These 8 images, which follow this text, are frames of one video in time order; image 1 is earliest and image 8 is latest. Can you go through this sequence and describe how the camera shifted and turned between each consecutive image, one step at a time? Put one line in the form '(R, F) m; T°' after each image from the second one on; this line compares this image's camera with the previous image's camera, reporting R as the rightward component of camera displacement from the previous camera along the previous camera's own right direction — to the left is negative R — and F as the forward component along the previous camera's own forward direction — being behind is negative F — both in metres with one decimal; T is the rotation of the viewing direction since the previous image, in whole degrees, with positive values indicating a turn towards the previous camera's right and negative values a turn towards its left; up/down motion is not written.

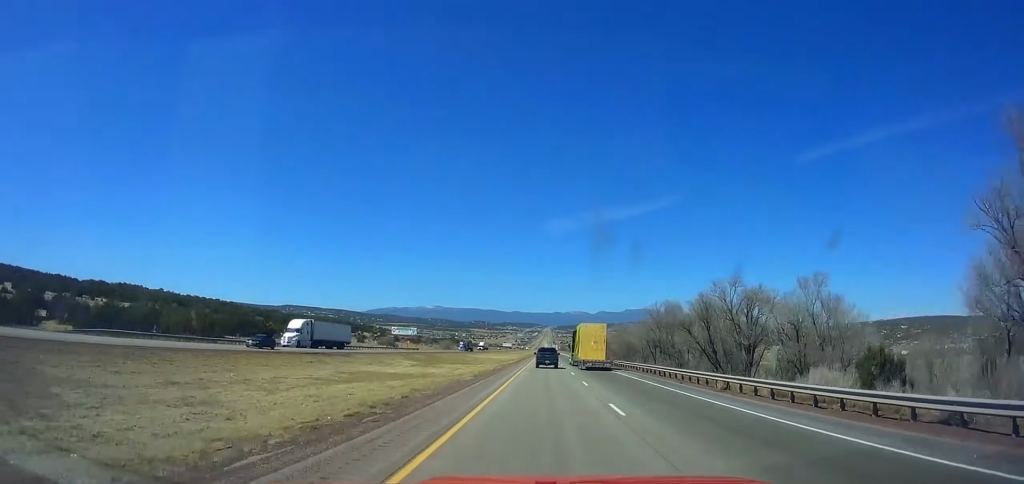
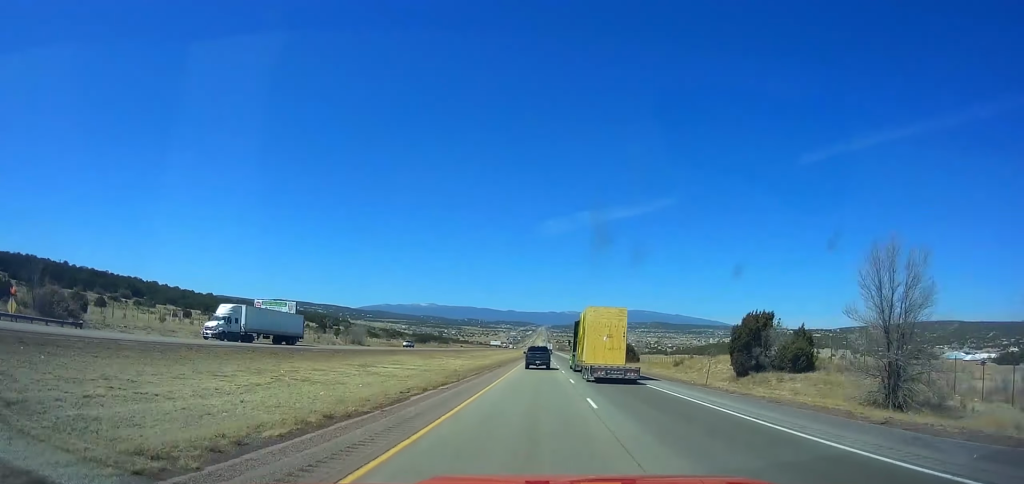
(+0.8, +132.8) m; 0°
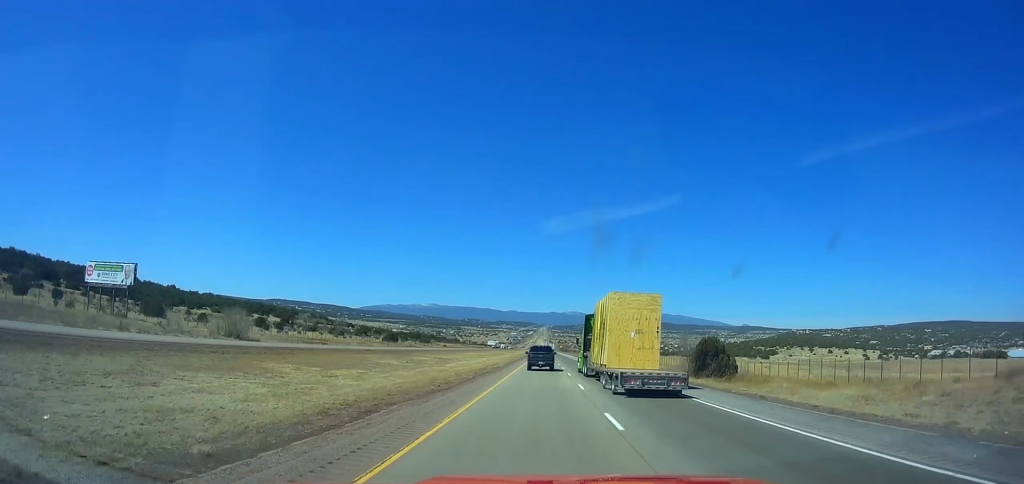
(0.0, +65.4) m; 0°
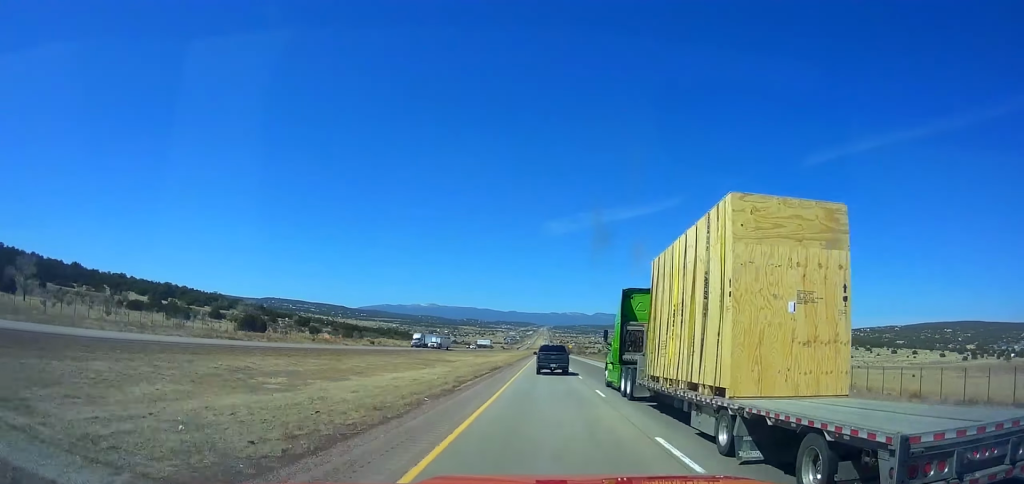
(+0.3, +125.2) m; 0°
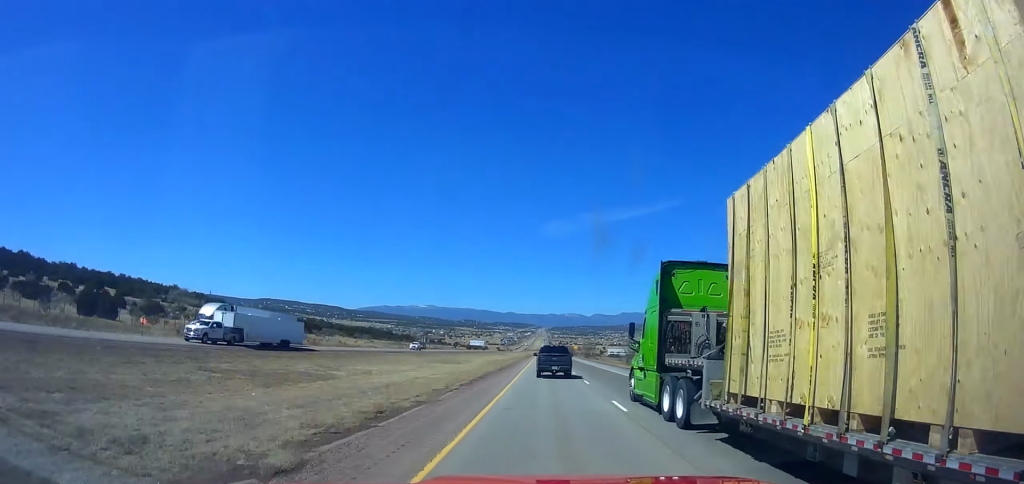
(0.0, +52.3) m; 0°
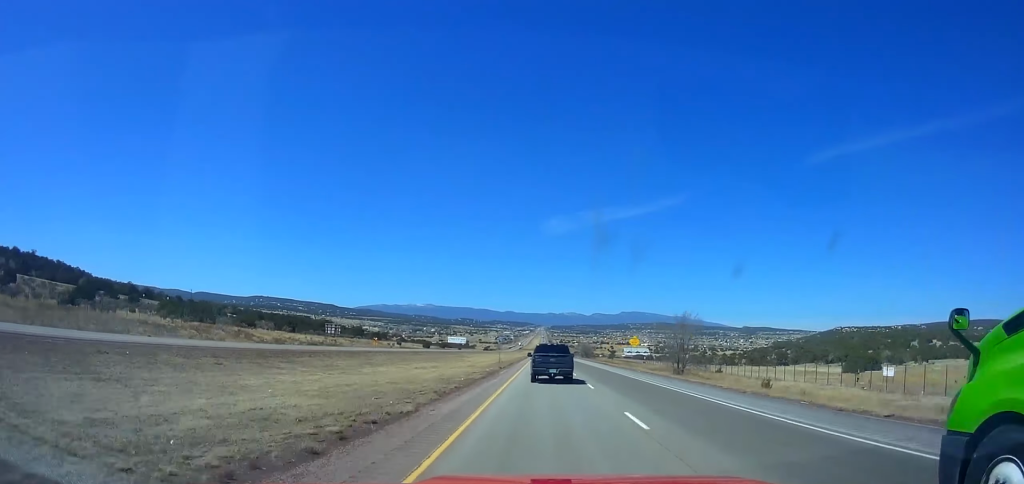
(+0.2, +135.3) m; 0°
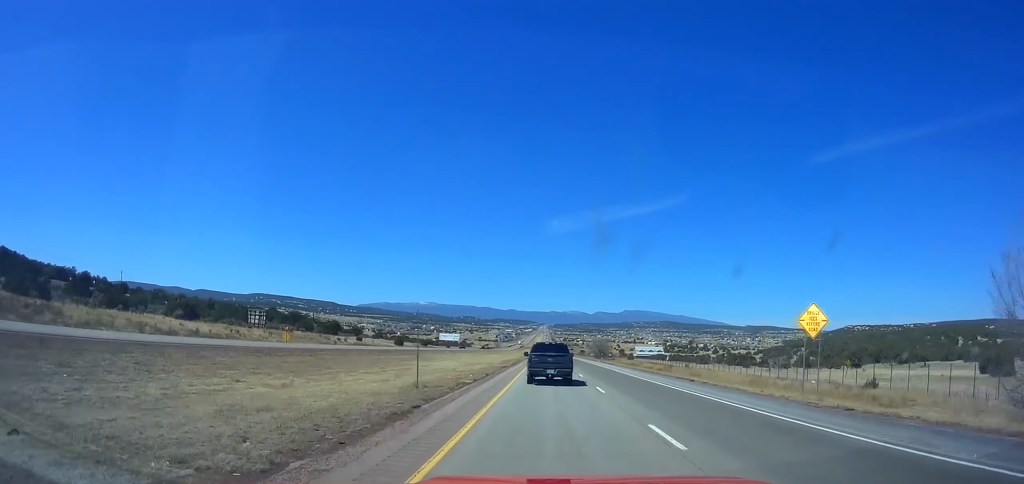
(+0.2, +51.4) m; 0°
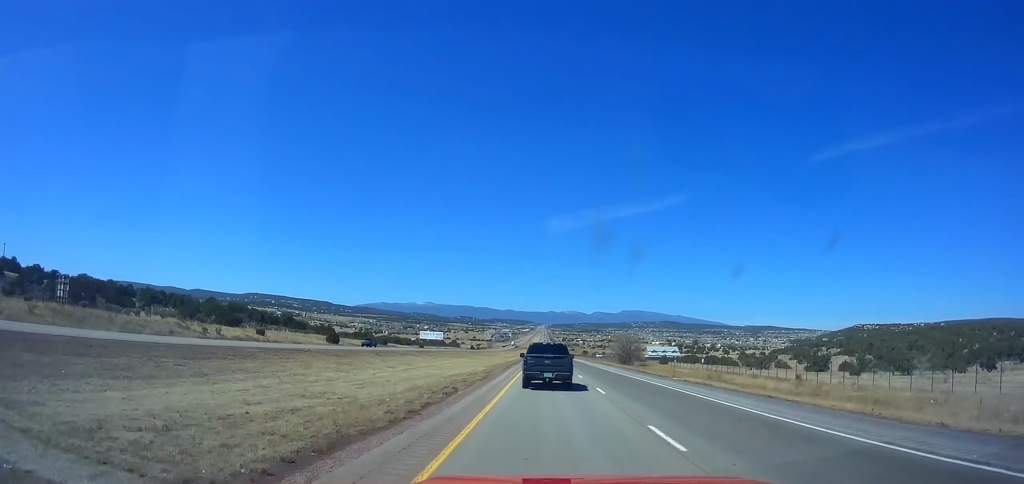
(+0.1, +61.2) m; 0°
